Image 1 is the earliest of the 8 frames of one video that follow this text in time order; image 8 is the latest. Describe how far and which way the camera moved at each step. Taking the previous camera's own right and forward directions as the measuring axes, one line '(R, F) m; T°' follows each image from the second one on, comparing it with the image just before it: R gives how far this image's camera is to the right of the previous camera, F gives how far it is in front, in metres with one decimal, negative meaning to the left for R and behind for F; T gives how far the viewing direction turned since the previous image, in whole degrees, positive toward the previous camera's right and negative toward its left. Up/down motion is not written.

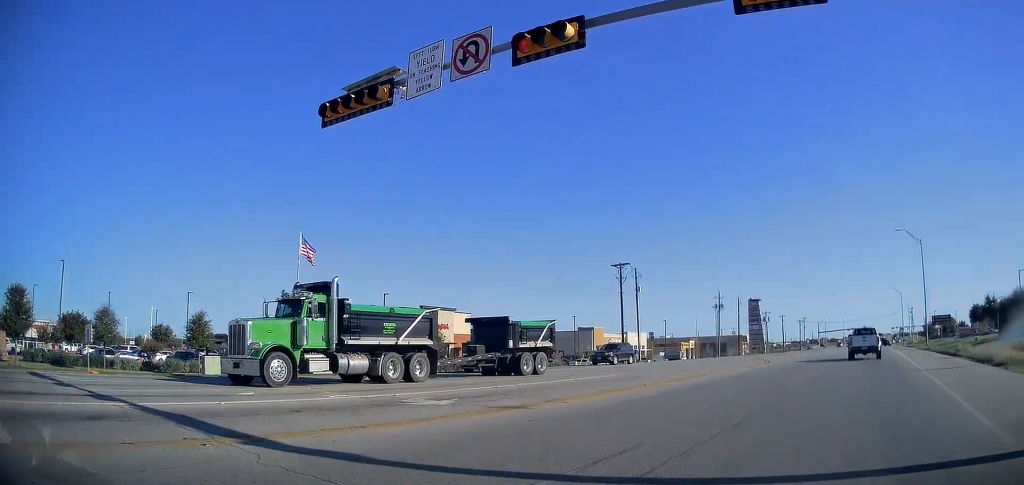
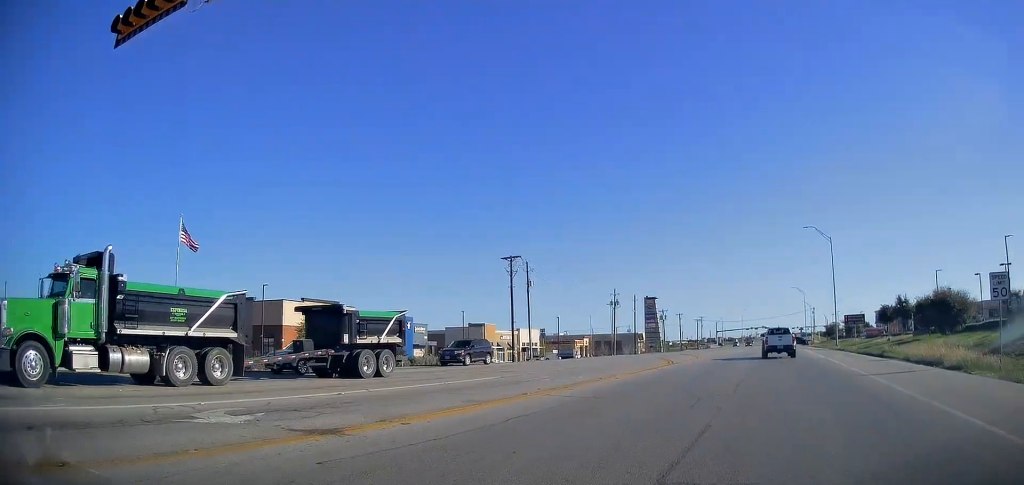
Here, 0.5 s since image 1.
(0.0, +3.9) m; +5°
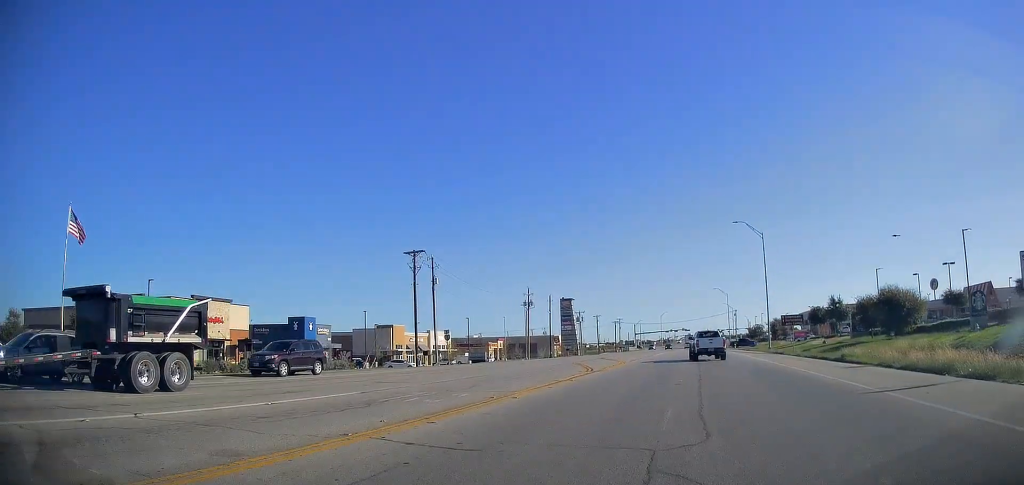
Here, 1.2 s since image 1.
(+0.5, +6.1) m; +6°
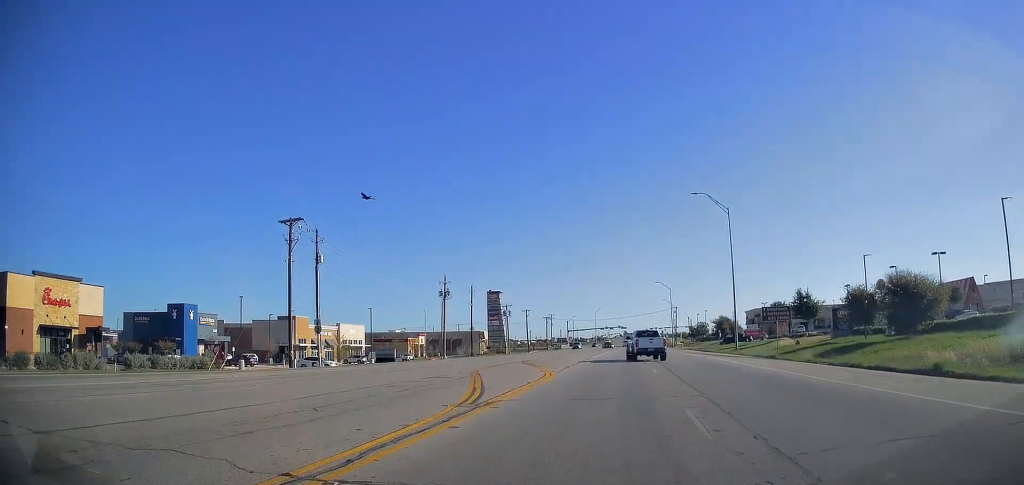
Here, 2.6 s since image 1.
(+1.3, +14.9) m; +9°
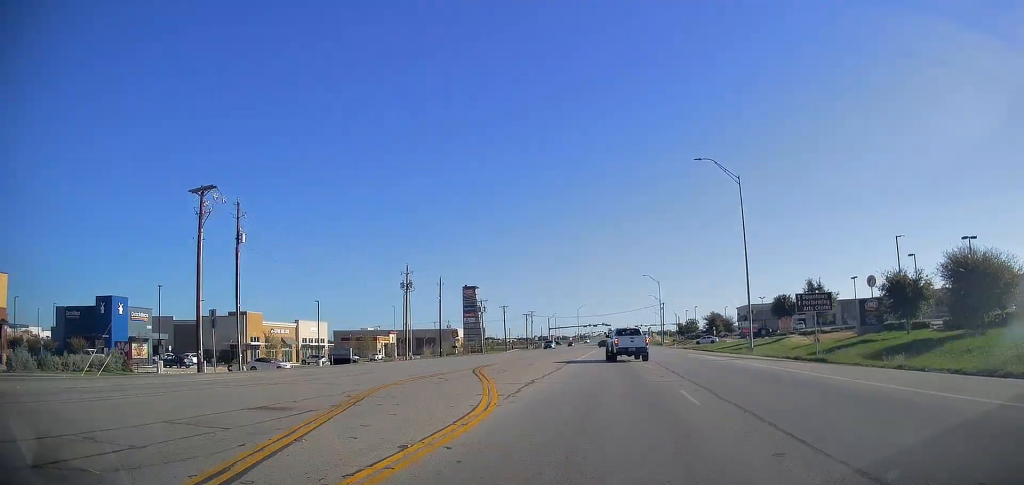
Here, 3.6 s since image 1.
(+0.4, +11.4) m; +1°
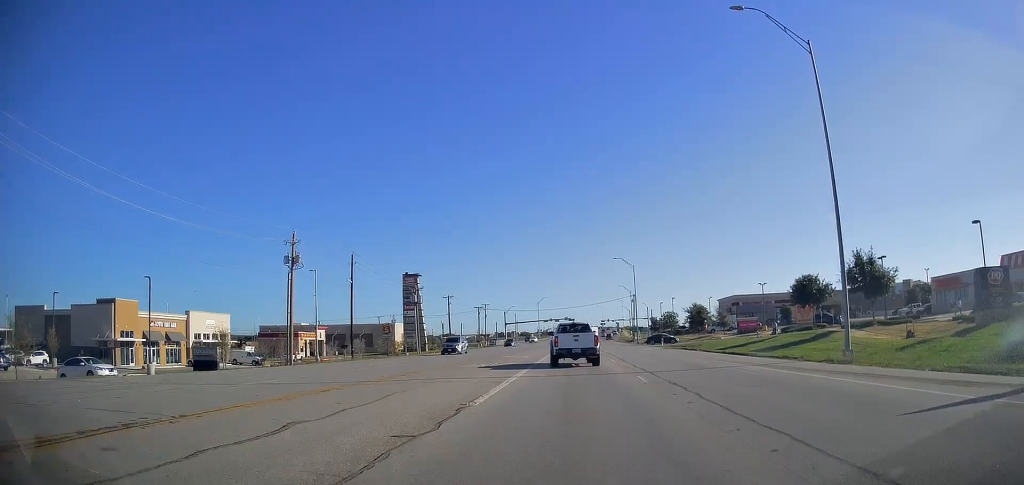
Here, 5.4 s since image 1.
(-0.3, +24.0) m; 0°
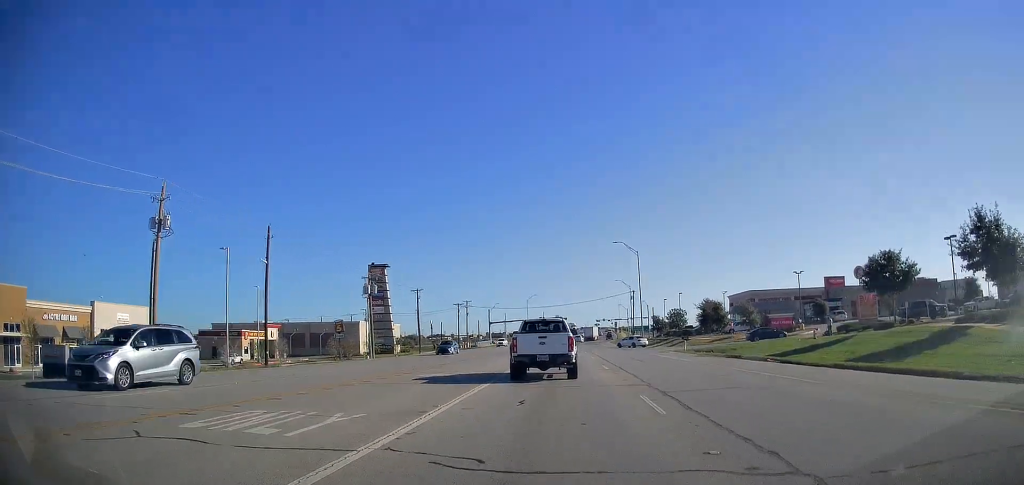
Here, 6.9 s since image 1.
(+0.3, +20.8) m; +3°
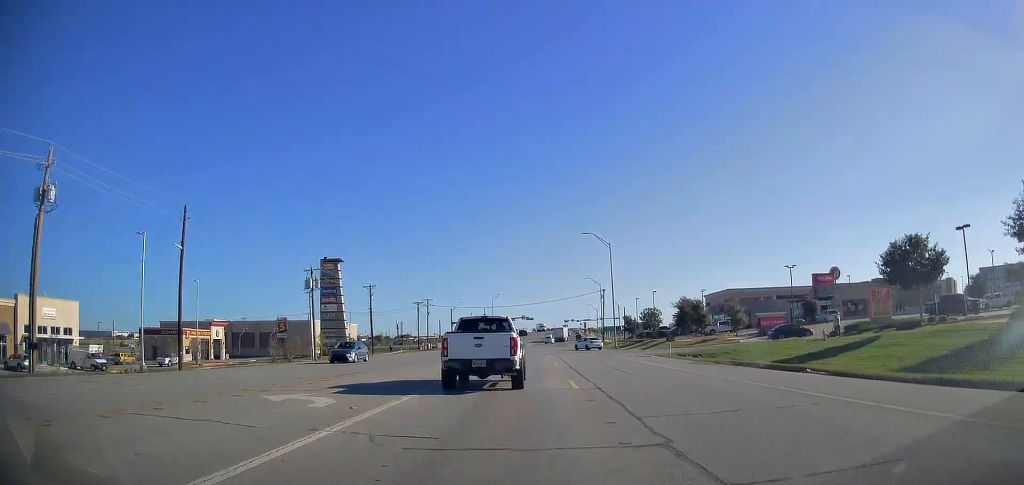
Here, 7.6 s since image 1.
(+0.1, +9.1) m; +2°
